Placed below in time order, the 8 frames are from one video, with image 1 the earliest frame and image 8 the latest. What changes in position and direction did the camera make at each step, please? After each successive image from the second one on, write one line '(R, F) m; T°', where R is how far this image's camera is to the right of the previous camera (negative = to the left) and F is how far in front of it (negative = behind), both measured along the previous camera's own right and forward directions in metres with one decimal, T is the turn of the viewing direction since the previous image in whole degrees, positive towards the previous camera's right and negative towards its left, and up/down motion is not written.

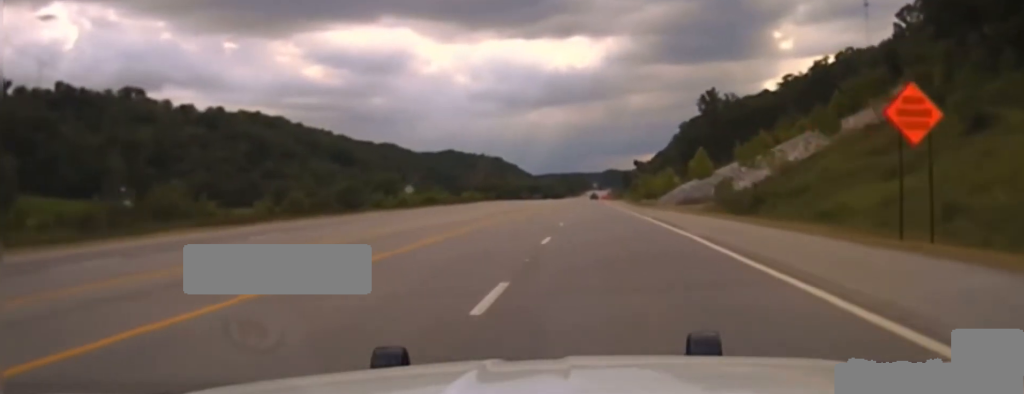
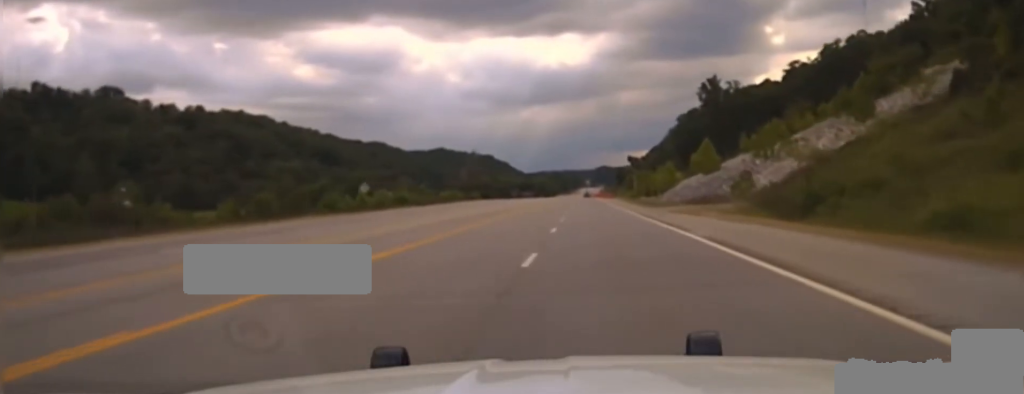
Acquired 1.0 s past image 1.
(+0.2, +18.7) m; 0°
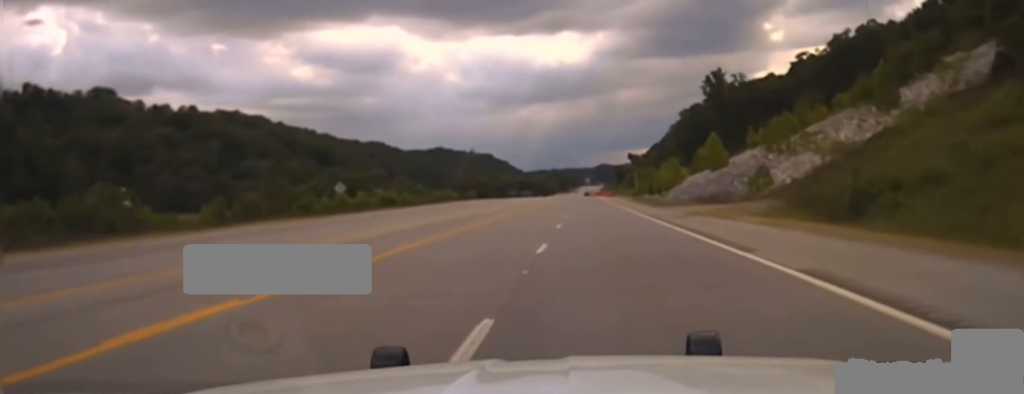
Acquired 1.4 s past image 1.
(-0.1, +9.3) m; 0°
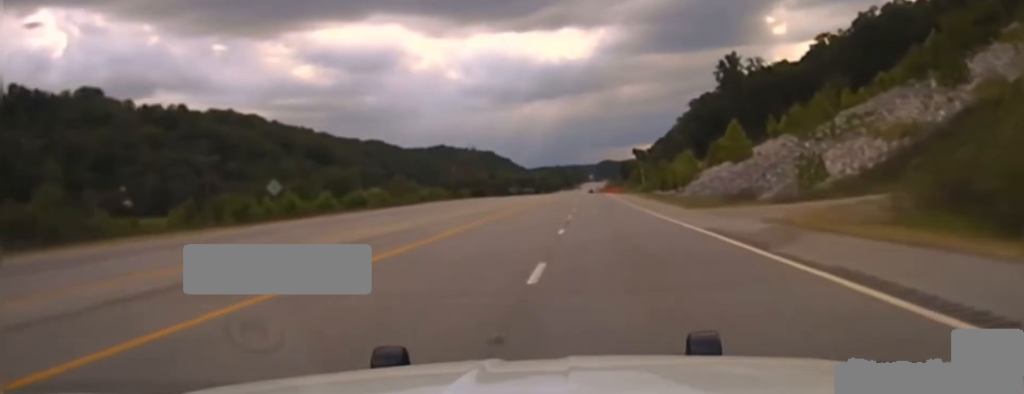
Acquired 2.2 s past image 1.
(+0.1, +18.2) m; 0°
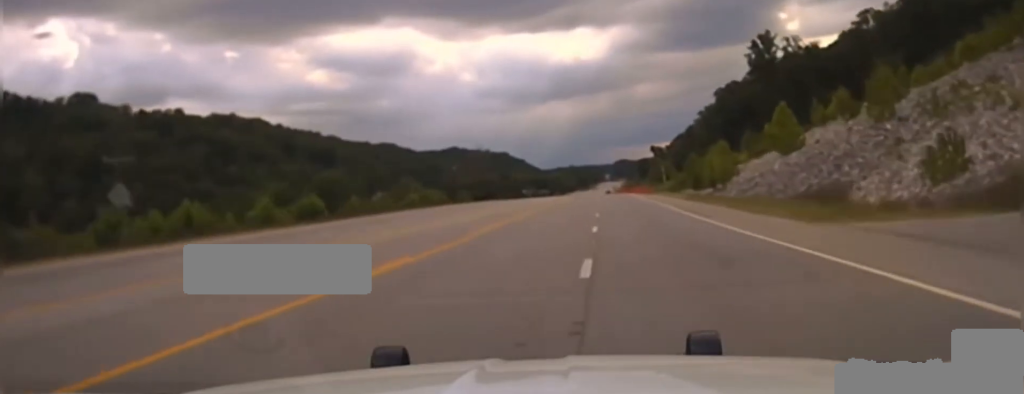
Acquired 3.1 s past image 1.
(+0.1, +23.0) m; -1°
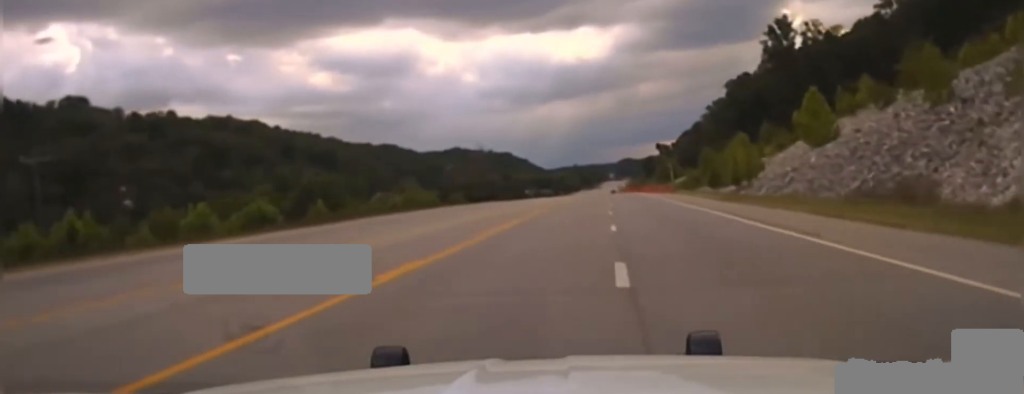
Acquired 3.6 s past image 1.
(0.0, +13.2) m; 0°
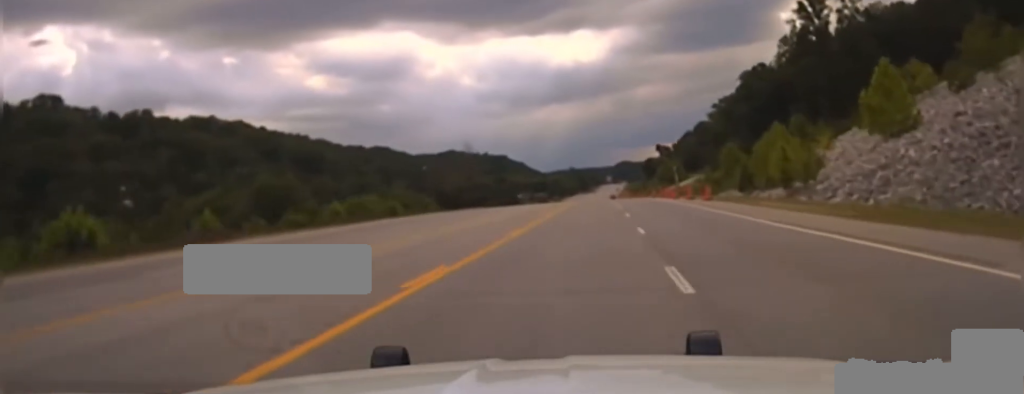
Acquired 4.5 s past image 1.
(-0.4, +25.5) m; 0°
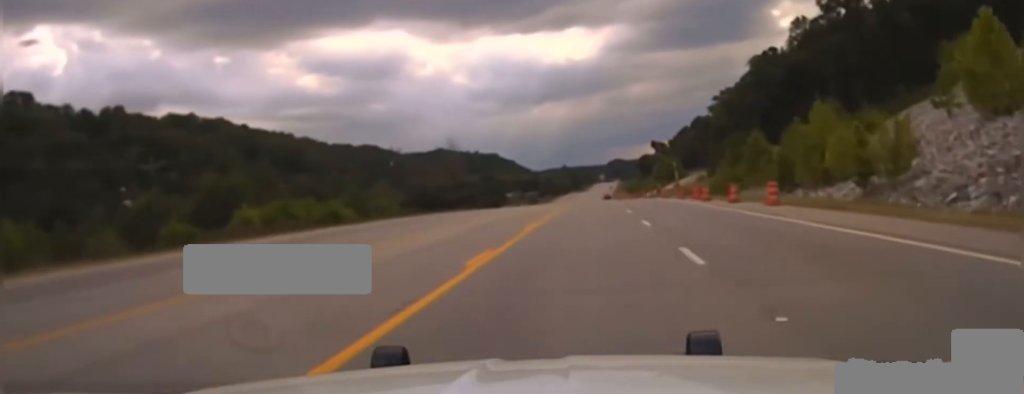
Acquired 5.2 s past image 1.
(+0.2, +22.1) m; 0°
